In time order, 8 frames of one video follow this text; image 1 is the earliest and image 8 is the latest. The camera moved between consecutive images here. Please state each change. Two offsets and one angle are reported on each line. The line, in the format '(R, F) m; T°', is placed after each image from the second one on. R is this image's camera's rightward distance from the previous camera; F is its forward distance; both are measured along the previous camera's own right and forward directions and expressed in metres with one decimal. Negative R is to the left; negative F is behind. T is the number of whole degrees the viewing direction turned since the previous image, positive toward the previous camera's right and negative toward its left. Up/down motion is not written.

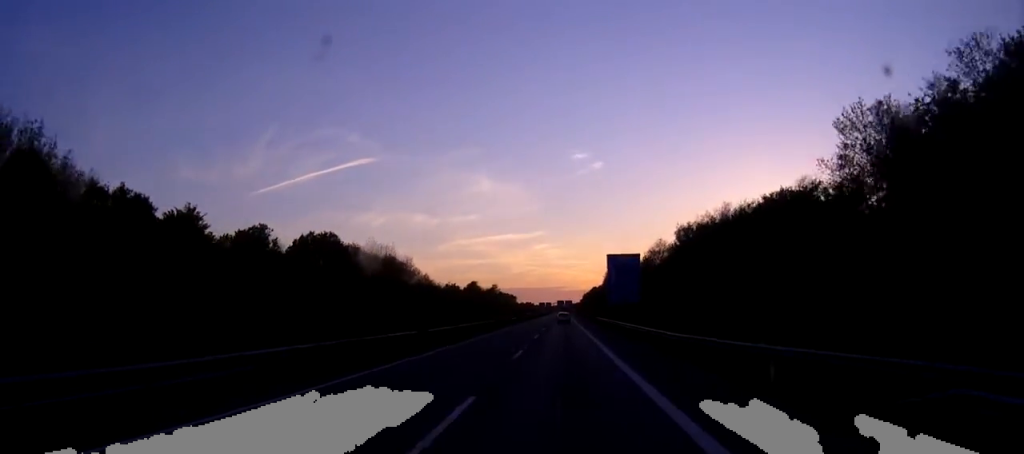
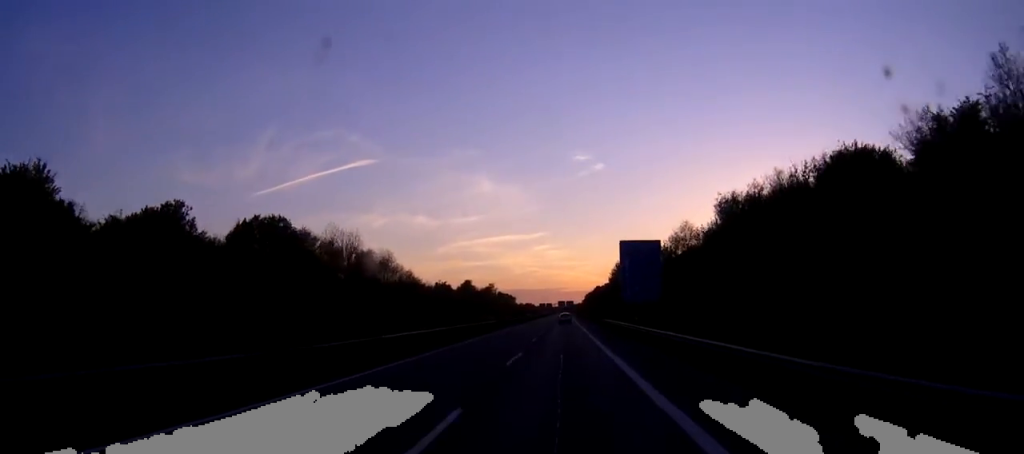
(-0.1, +19.6) m; 0°
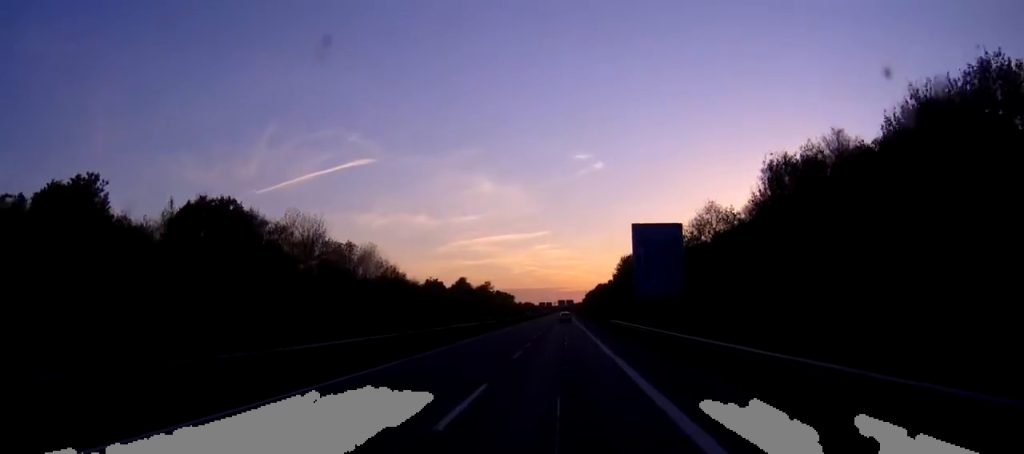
(0.0, +13.7) m; 0°
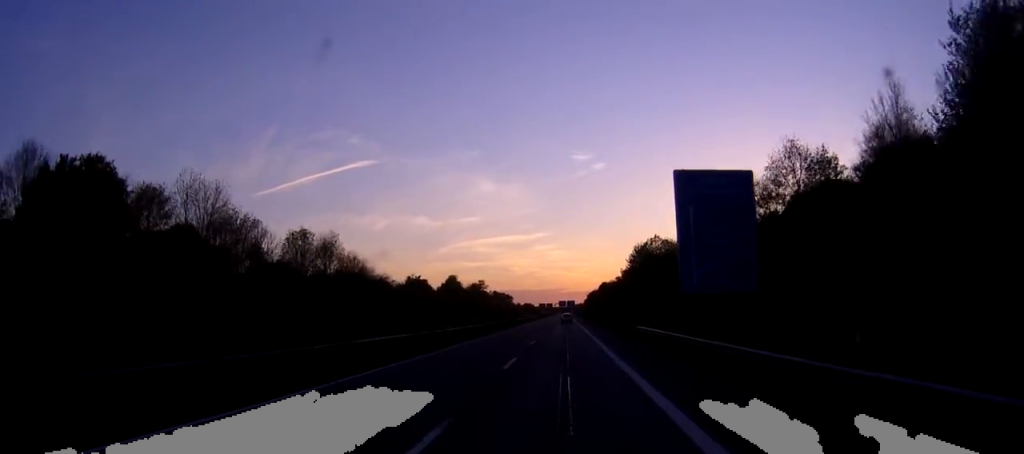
(+0.1, +23.6) m; 0°
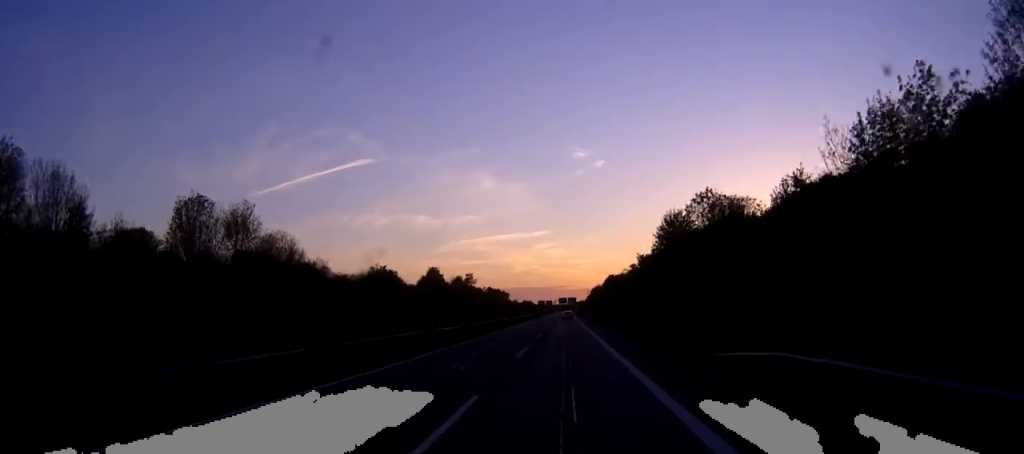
(-0.1, +32.4) m; 0°
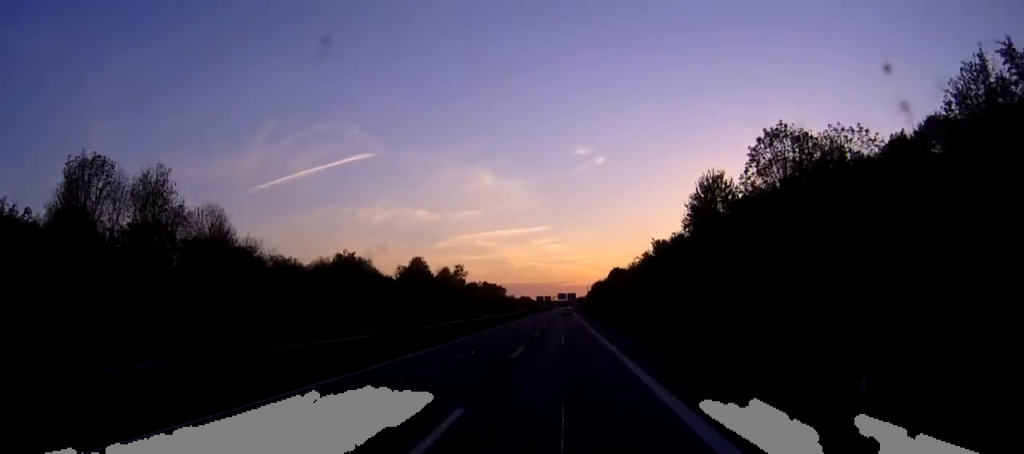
(0.0, +19.6) m; 0°
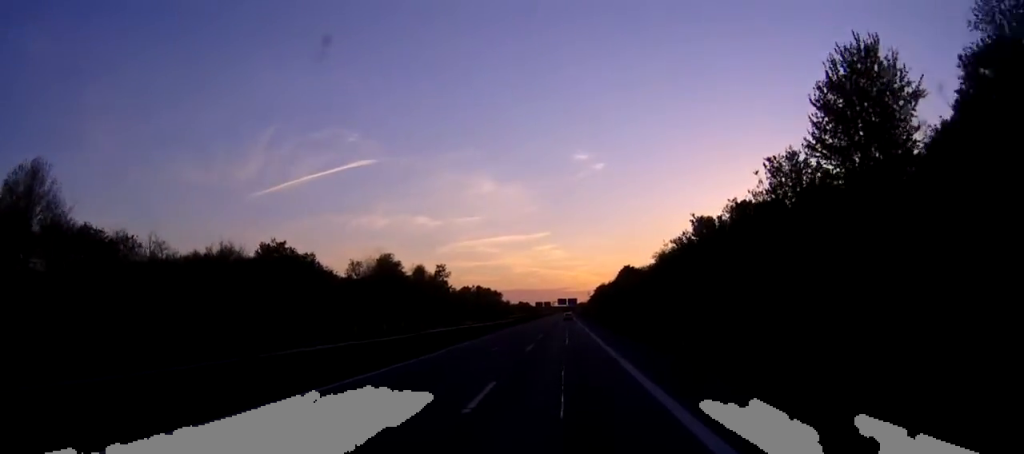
(+0.1, +29.5) m; 0°
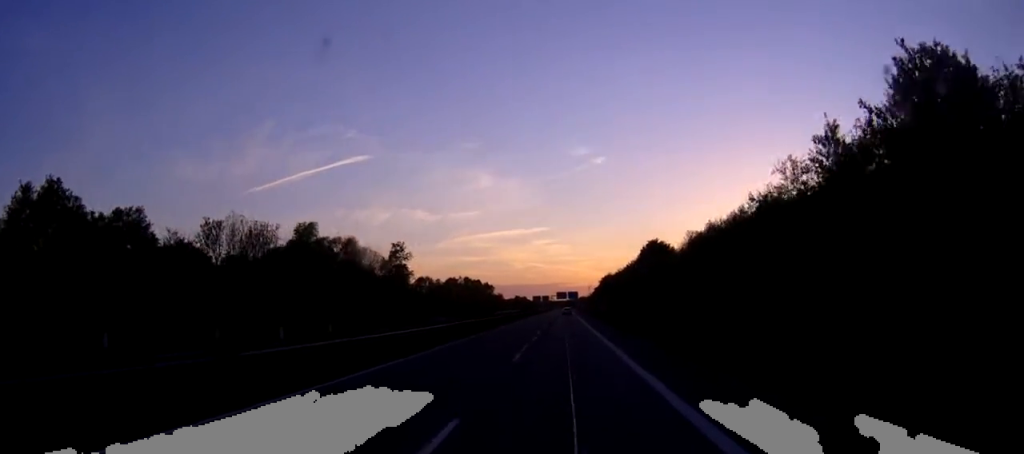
(-0.1, +43.2) m; 0°
